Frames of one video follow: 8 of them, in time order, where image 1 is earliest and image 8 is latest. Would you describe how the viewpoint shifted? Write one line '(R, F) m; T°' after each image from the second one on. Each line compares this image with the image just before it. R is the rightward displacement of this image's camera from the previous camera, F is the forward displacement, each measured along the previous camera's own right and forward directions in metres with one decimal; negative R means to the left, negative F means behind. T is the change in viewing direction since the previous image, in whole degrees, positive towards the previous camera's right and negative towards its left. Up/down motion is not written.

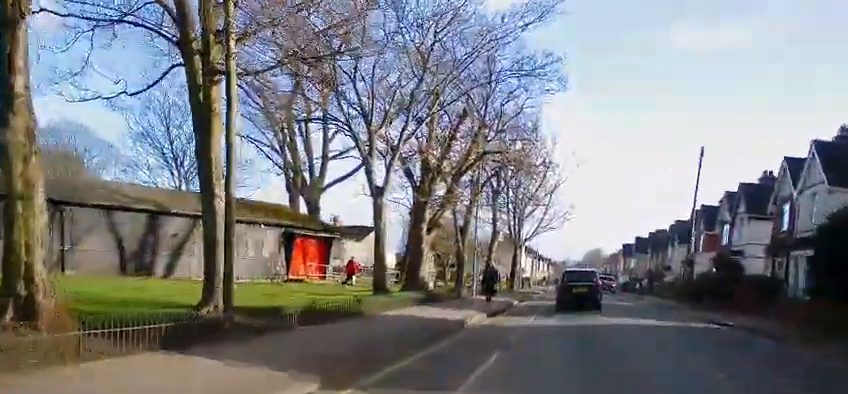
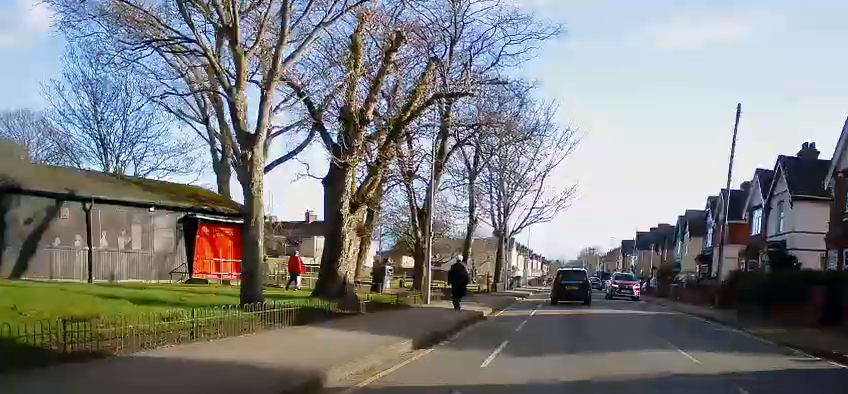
(0.0, +10.3) m; 0°
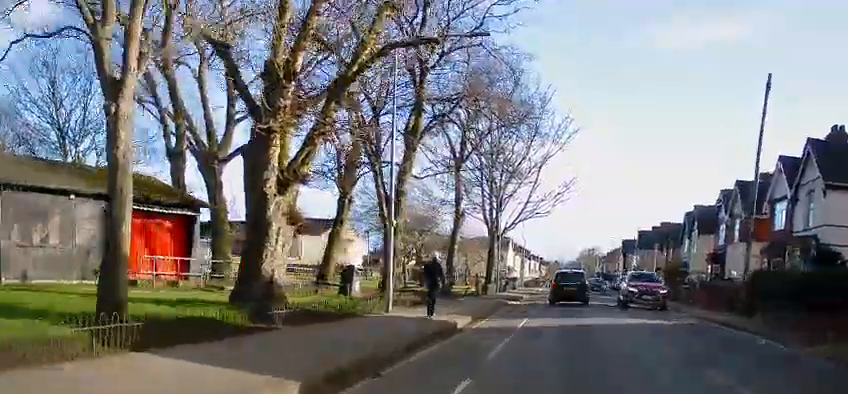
(0.0, +5.1) m; 0°
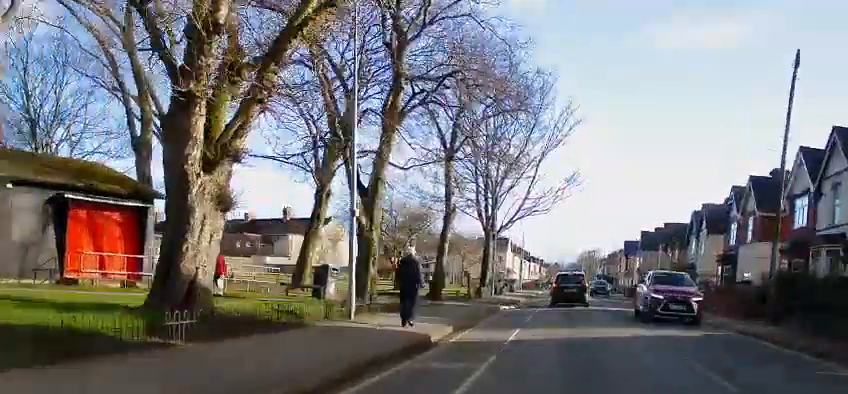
(0.0, +3.5) m; 0°
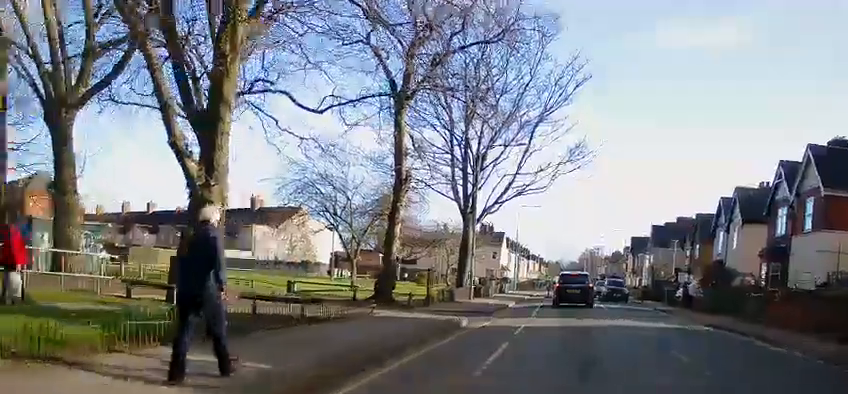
(0.0, +10.9) m; 0°
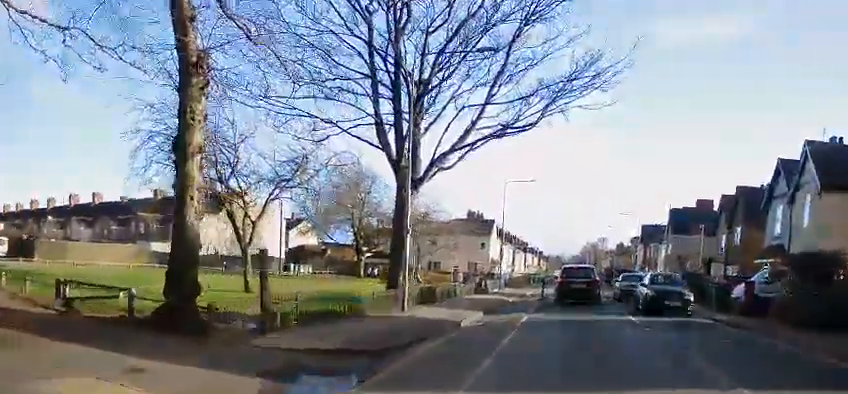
(0.0, +13.7) m; 0°
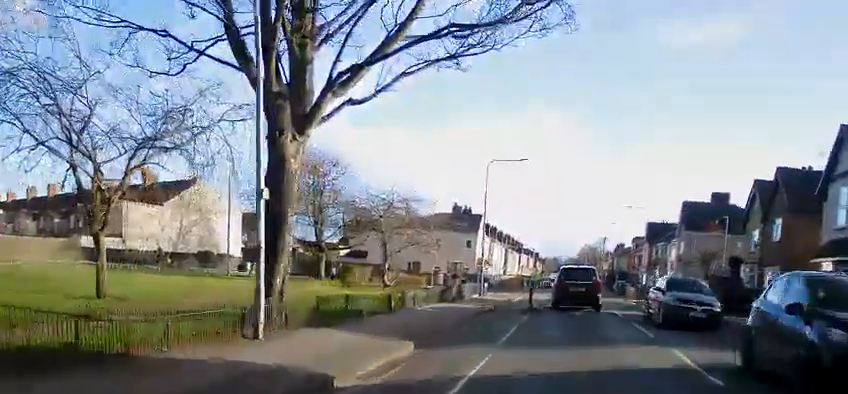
(0.0, +8.9) m; 0°
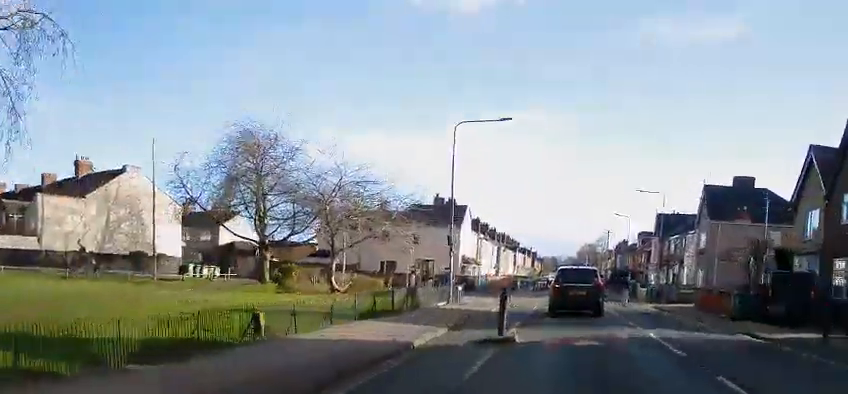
(0.0, +9.3) m; -1°
